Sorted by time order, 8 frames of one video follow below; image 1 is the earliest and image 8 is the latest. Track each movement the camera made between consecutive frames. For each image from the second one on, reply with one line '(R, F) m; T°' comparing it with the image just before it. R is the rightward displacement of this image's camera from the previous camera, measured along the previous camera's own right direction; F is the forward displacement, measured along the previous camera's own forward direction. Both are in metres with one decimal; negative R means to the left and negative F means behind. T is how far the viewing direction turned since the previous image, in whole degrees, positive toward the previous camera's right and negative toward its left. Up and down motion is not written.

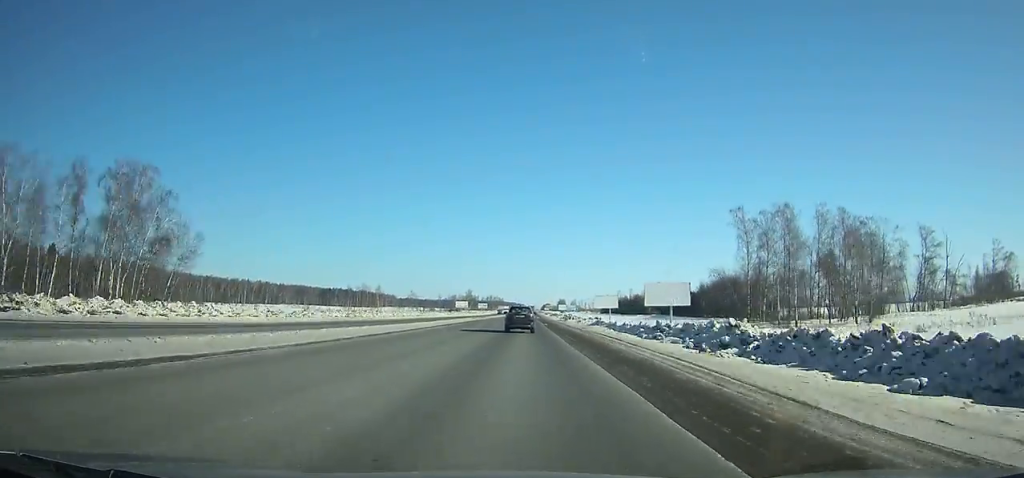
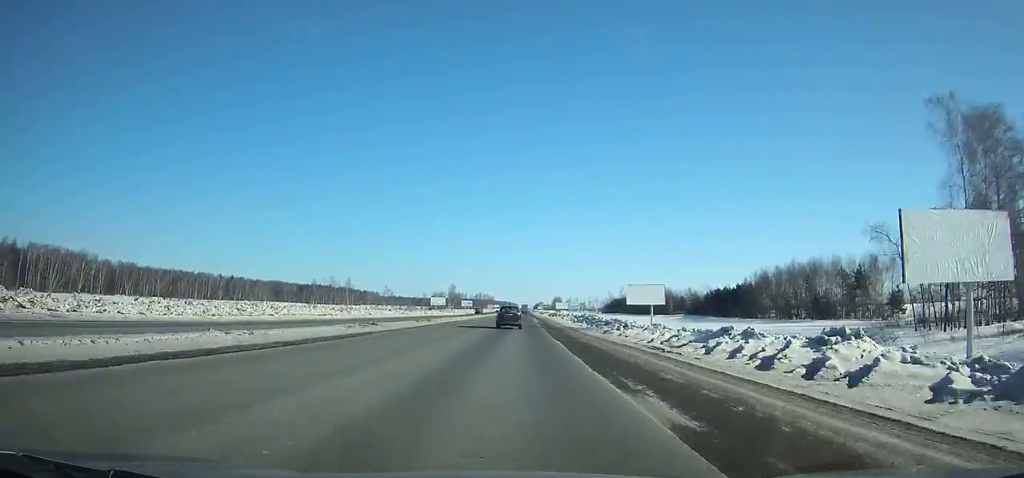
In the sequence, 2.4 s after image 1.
(+0.2, +56.8) m; 0°
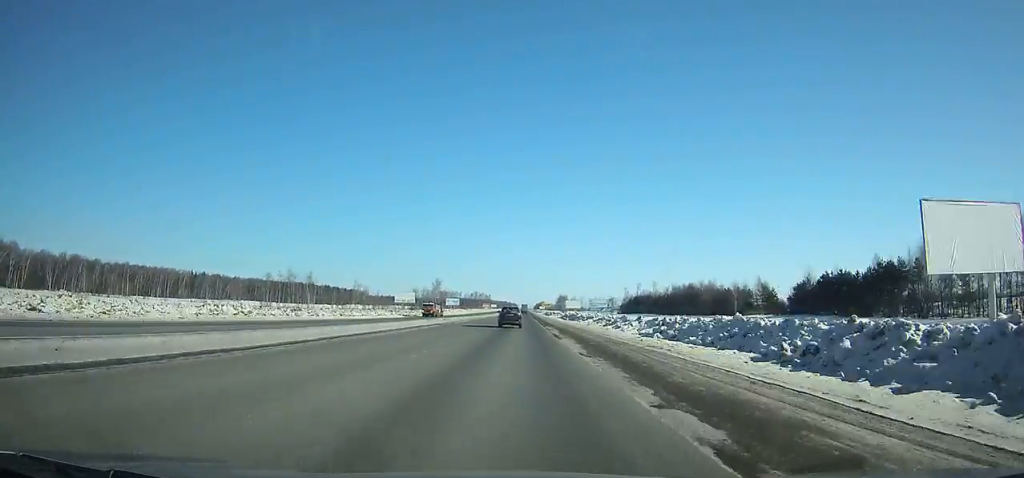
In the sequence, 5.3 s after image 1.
(+0.2, +70.6) m; 0°
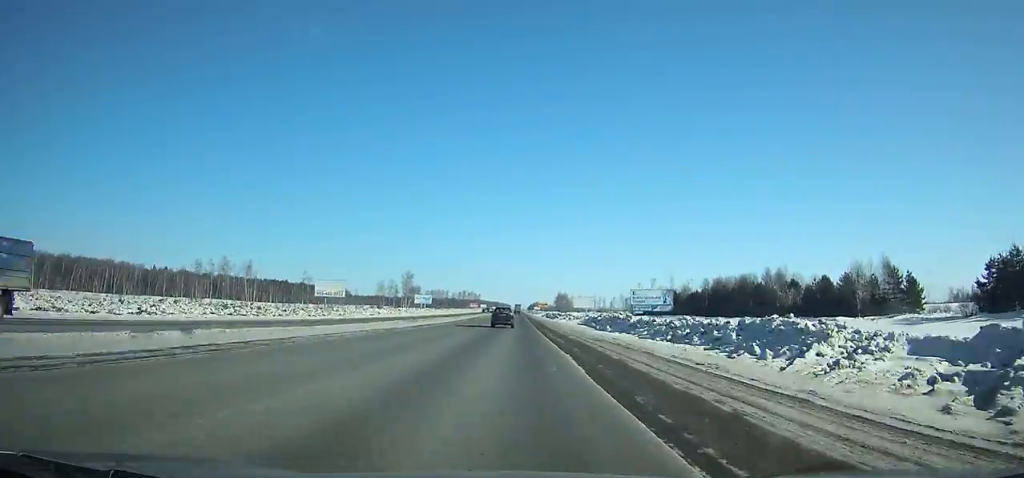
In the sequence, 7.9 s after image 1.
(+0.1, +64.9) m; 0°
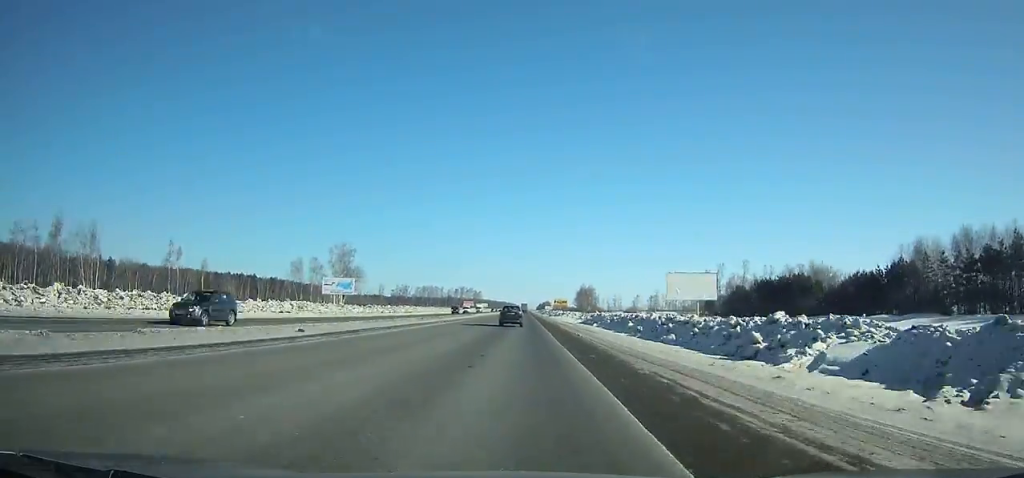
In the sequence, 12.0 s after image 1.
(0.0, +105.2) m; 0°
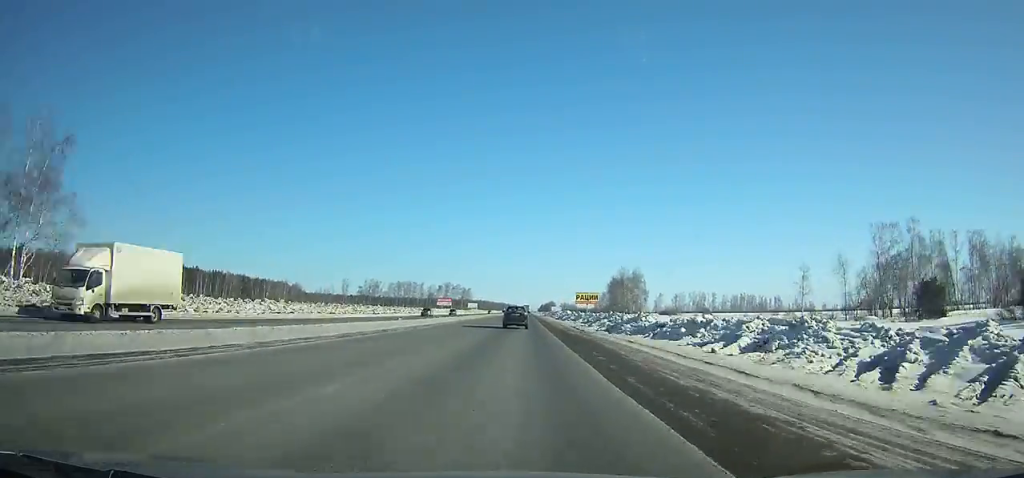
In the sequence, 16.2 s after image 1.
(-0.1, +110.3) m; 0°
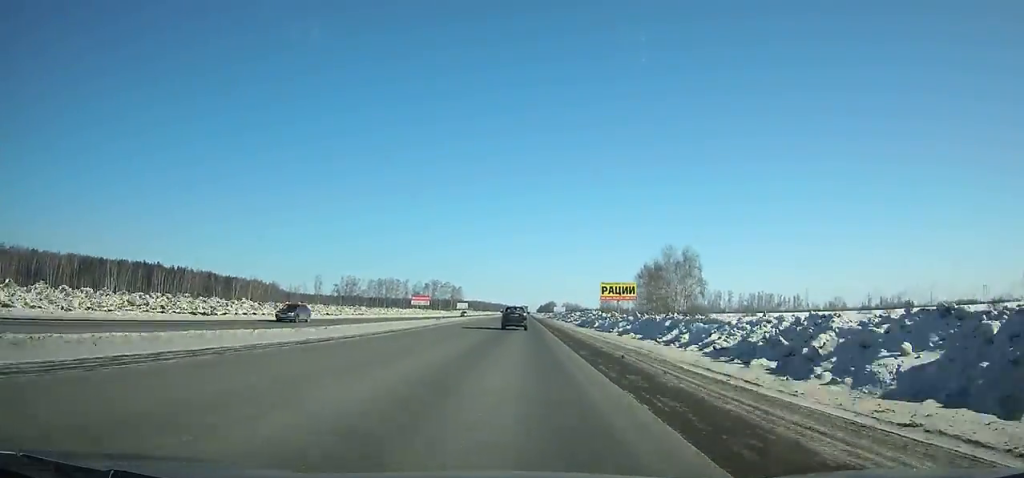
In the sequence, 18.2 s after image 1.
(-0.1, +53.0) m; 0°
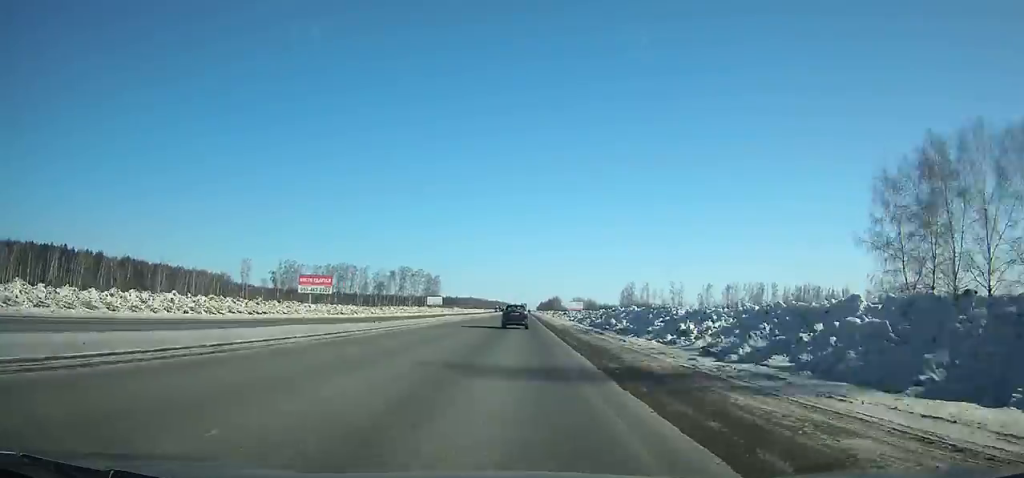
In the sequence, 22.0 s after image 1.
(+0.3, +100.7) m; 0°
